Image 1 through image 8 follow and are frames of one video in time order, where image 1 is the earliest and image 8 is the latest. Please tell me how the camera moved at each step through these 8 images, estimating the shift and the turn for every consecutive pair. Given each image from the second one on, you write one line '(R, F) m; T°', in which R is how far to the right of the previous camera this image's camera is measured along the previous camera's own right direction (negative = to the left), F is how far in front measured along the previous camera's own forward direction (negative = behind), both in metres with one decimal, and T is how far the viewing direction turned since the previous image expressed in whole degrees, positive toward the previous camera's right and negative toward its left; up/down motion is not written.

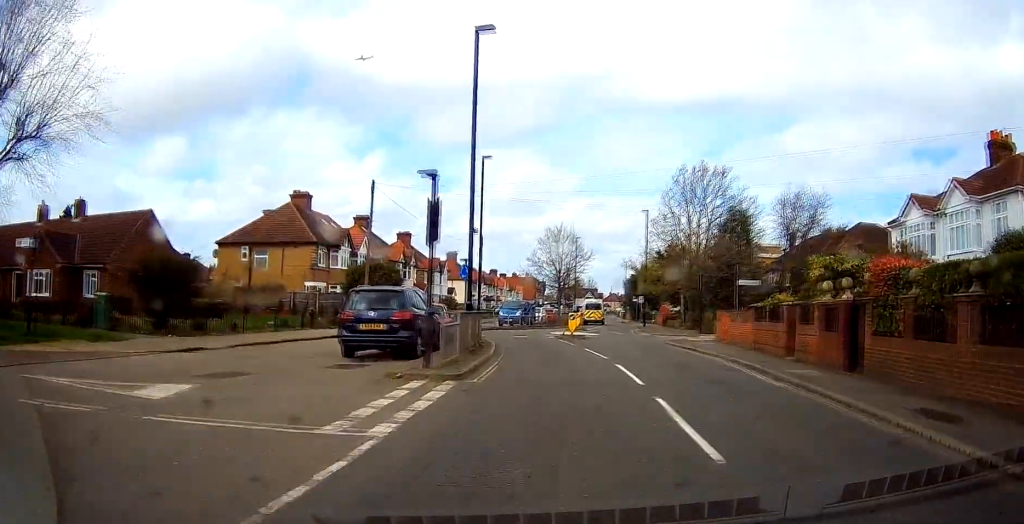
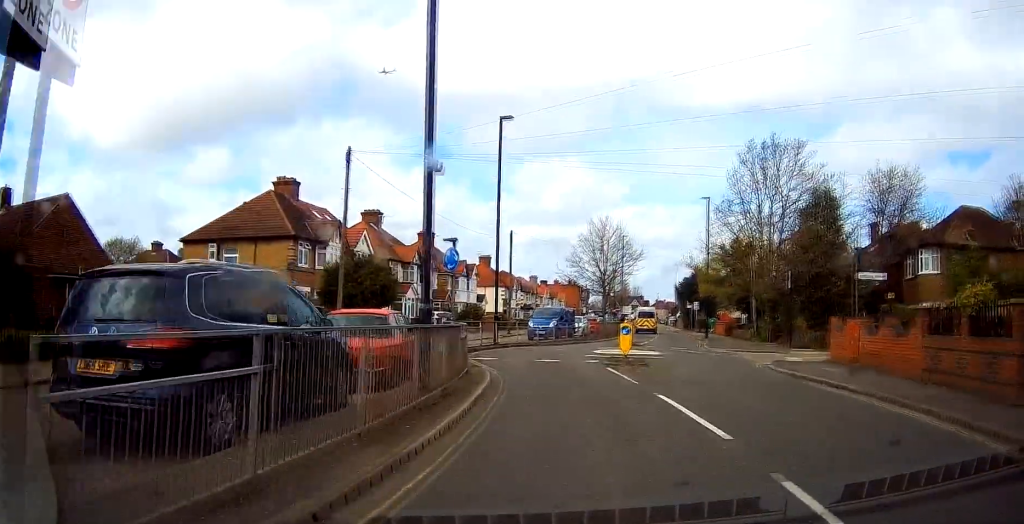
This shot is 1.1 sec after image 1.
(-0.1, +10.1) m; 0°
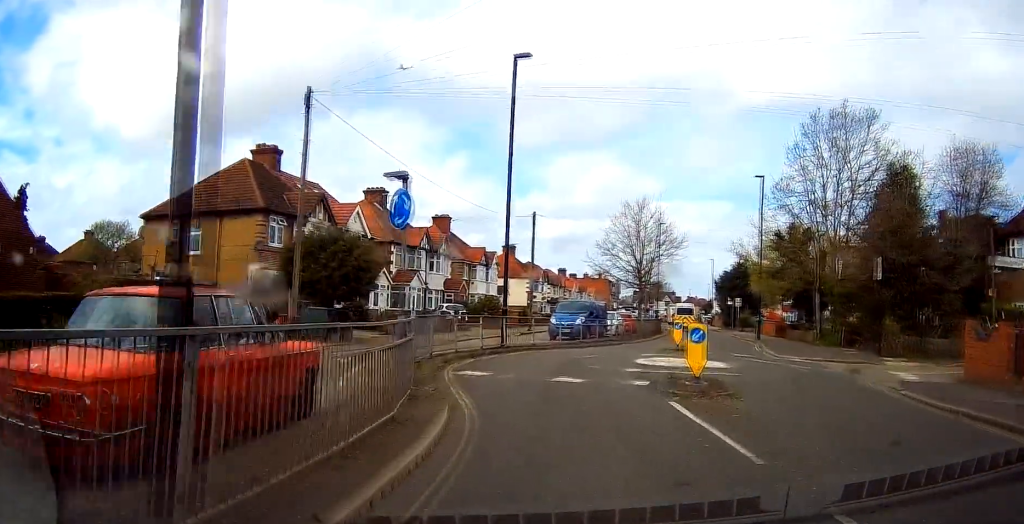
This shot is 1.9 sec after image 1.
(0.0, +7.0) m; -3°
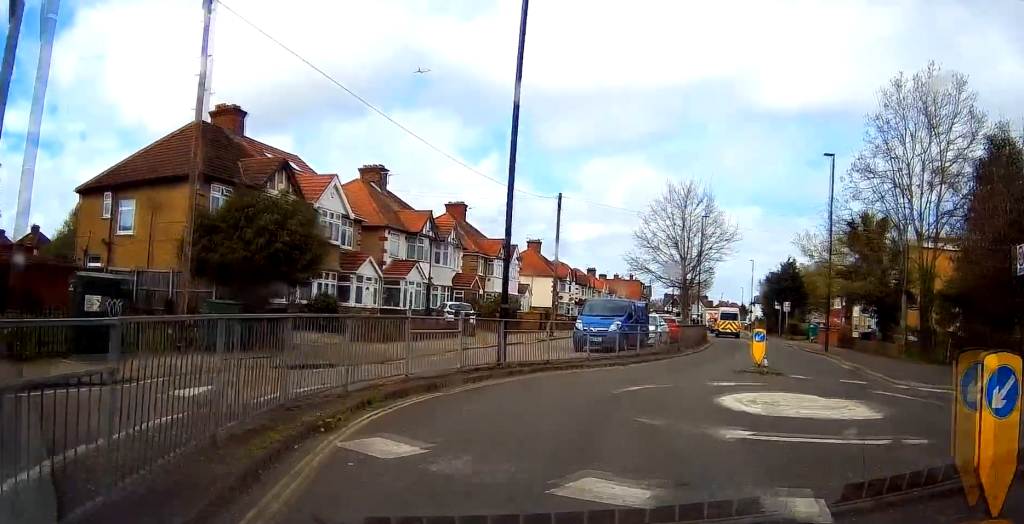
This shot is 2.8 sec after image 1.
(-0.3, +7.6) m; +2°
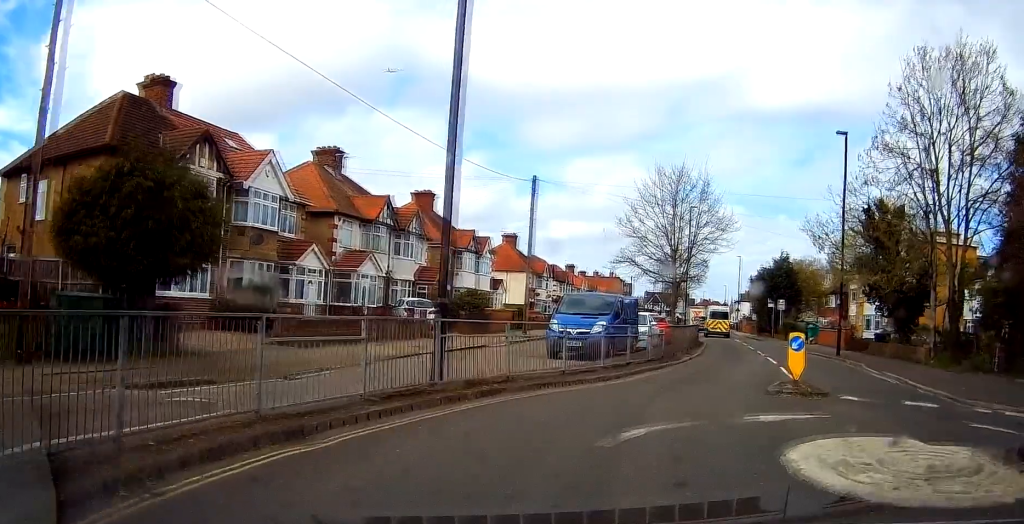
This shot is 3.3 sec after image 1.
(-0.1, +4.4) m; +3°
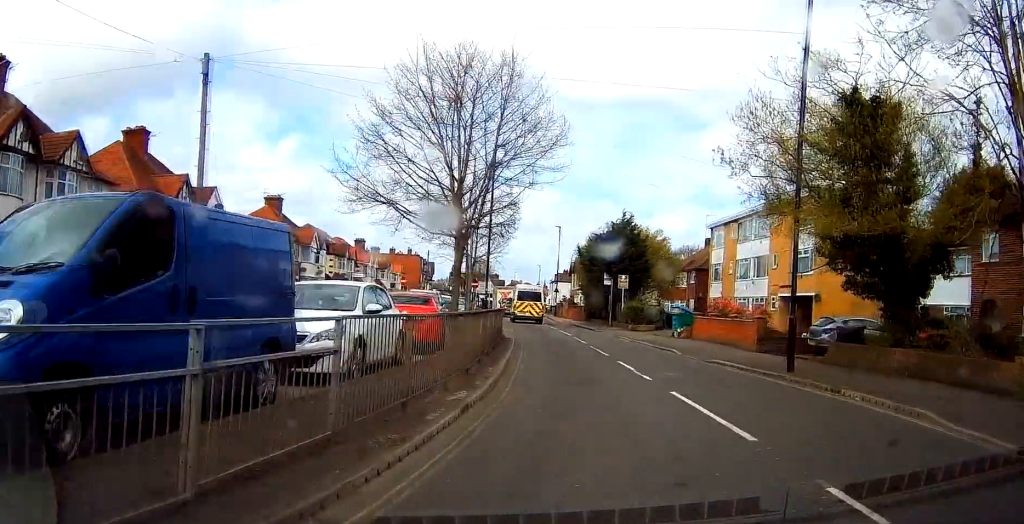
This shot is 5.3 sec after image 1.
(+2.4, +15.5) m; +10°
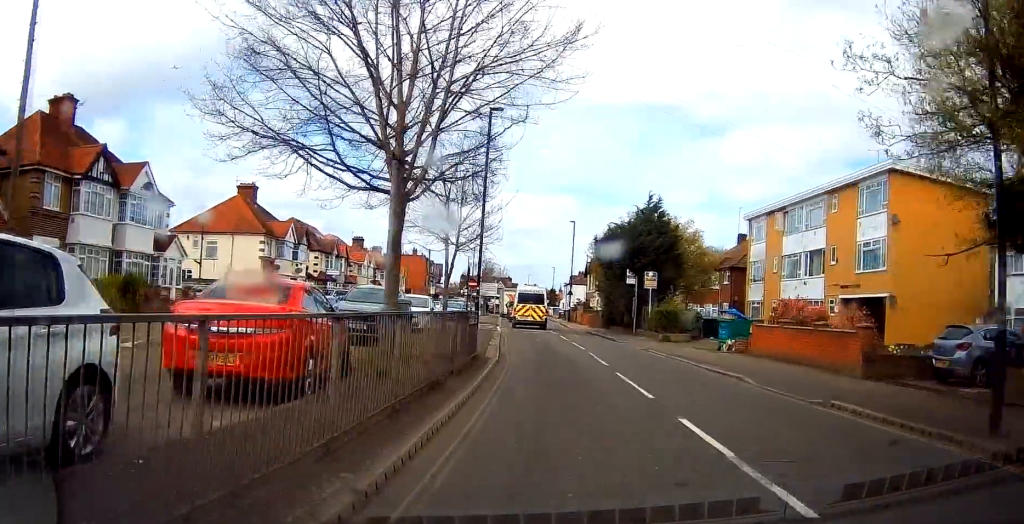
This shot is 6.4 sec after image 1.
(-0.1, +8.4) m; -1°
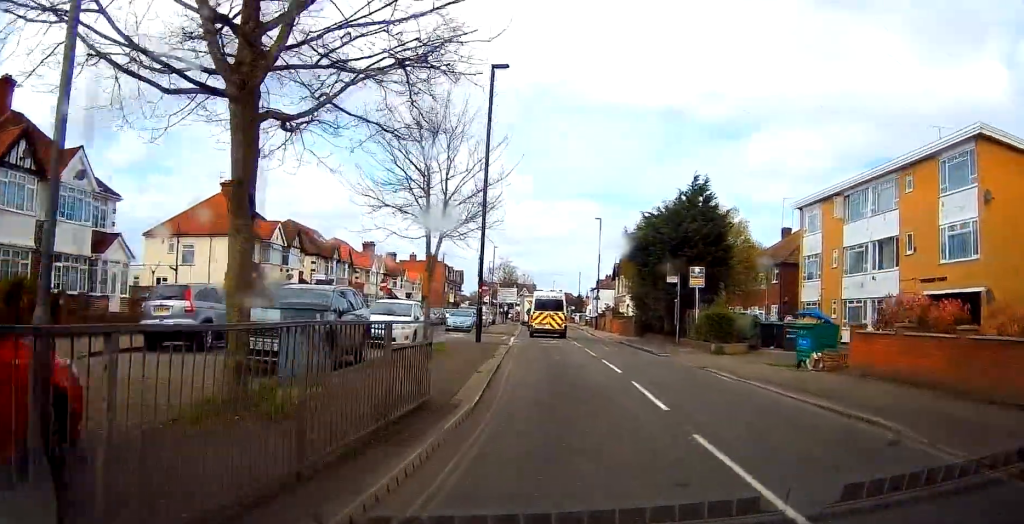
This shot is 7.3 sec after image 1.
(+0.1, +6.8) m; -3°
